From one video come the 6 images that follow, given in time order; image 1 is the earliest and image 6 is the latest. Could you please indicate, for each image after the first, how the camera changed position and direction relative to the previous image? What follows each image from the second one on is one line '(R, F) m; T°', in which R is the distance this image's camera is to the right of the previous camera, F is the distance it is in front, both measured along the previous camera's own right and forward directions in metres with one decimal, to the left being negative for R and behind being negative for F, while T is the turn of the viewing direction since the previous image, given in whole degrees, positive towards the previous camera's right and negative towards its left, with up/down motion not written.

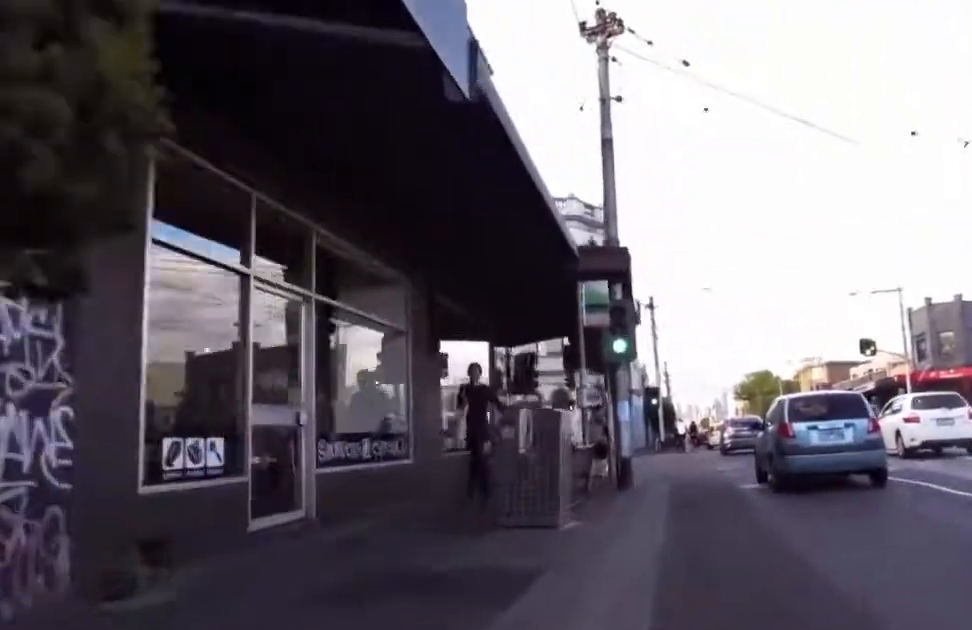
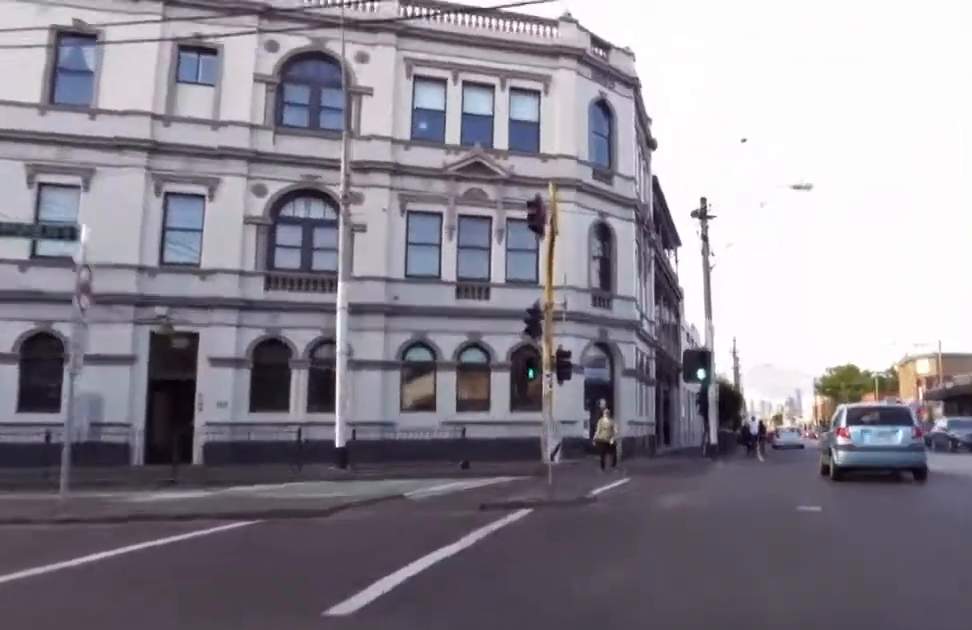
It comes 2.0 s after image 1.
(+0.8, +18.3) m; -7°
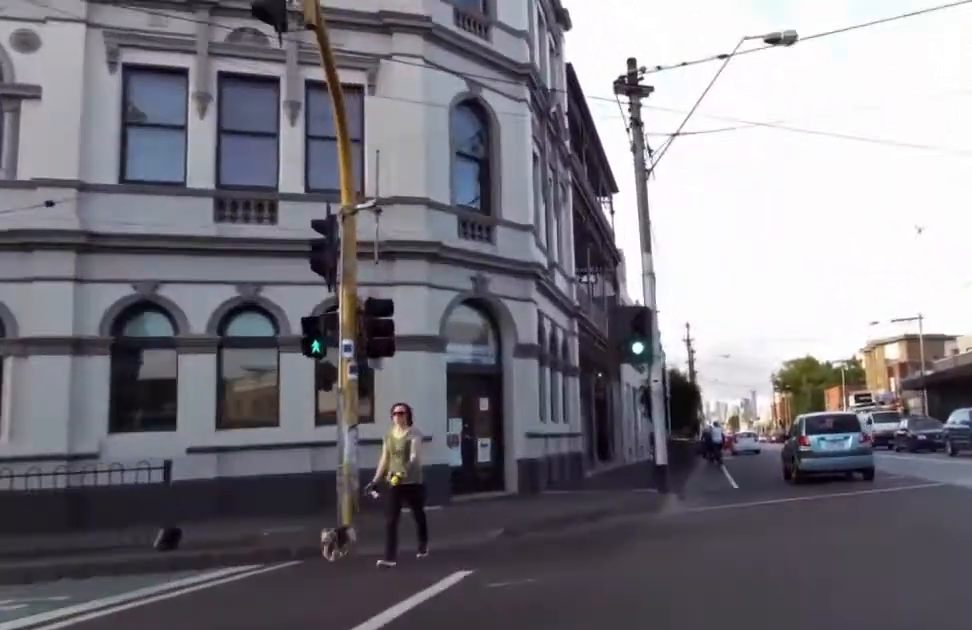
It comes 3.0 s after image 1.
(-0.8, +8.5) m; -3°
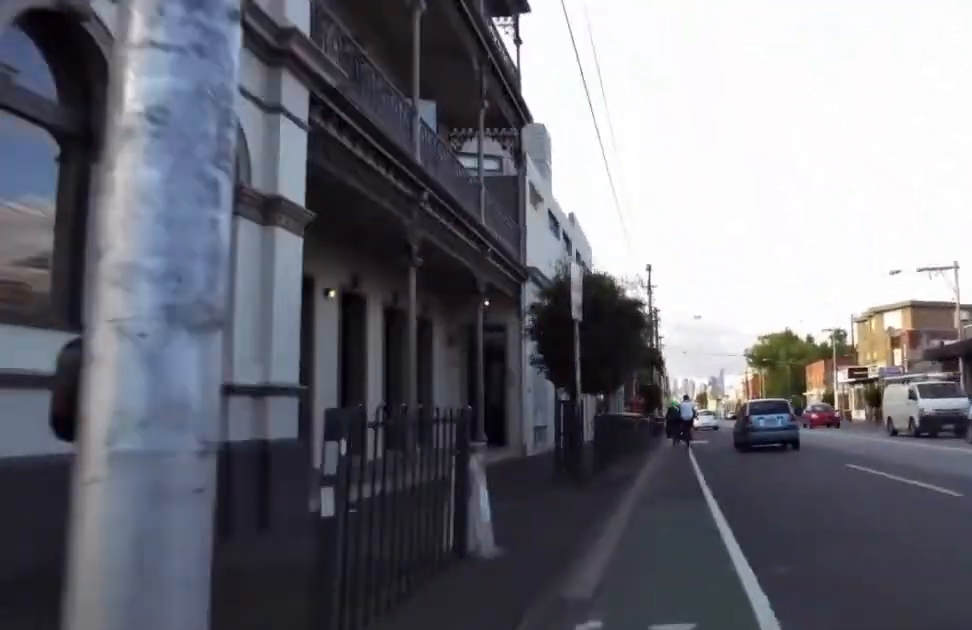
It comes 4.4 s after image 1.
(+1.2, +13.6) m; +9°
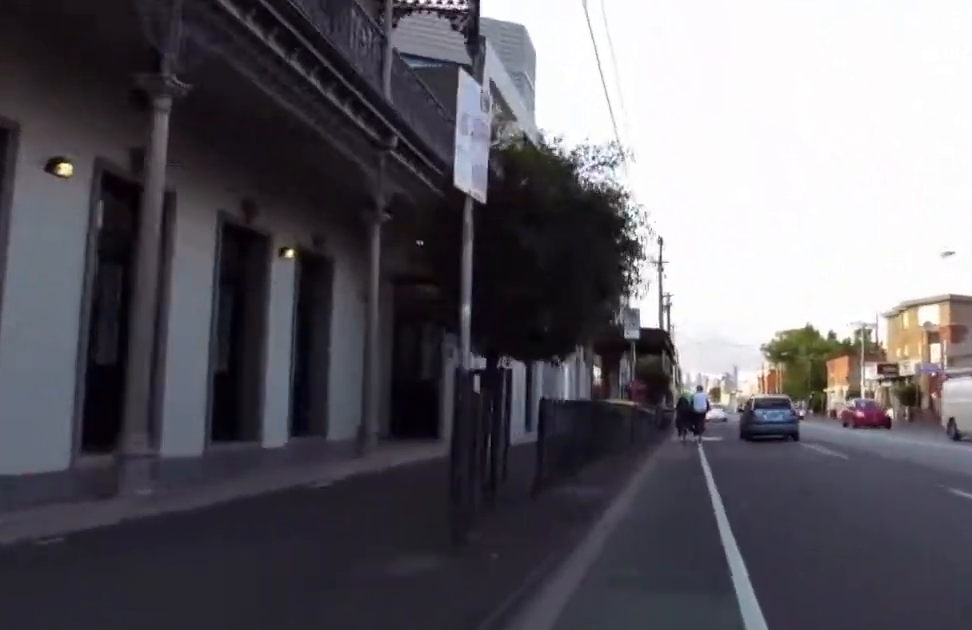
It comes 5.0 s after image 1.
(0.0, +5.7) m; -3°
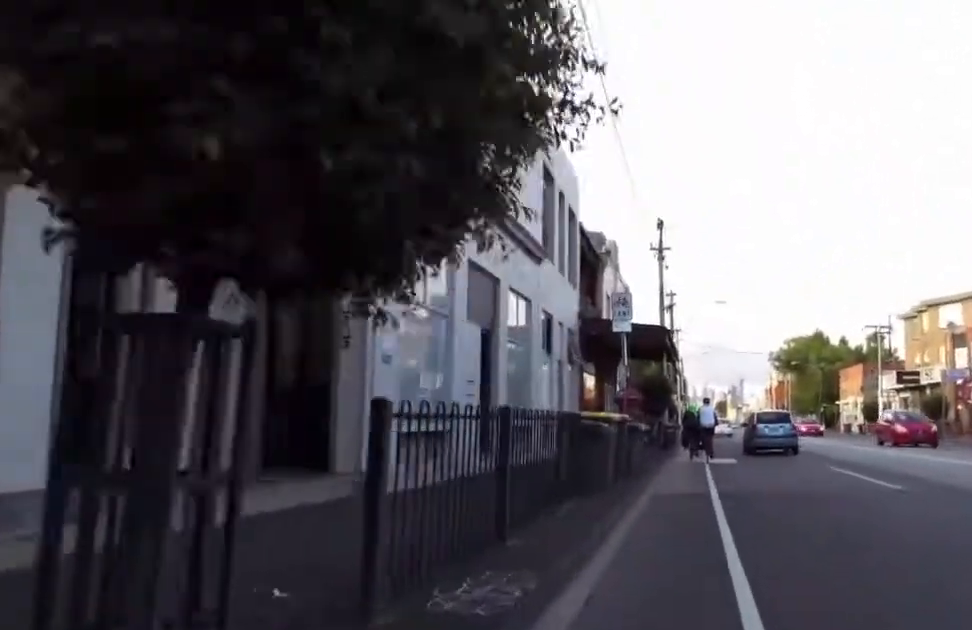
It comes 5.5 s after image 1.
(+0.2, +4.1) m; -2°
